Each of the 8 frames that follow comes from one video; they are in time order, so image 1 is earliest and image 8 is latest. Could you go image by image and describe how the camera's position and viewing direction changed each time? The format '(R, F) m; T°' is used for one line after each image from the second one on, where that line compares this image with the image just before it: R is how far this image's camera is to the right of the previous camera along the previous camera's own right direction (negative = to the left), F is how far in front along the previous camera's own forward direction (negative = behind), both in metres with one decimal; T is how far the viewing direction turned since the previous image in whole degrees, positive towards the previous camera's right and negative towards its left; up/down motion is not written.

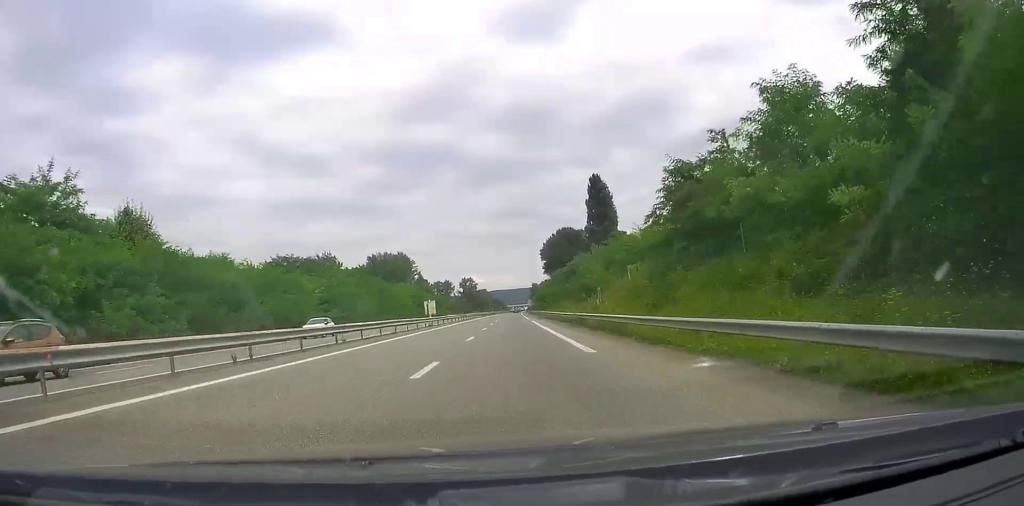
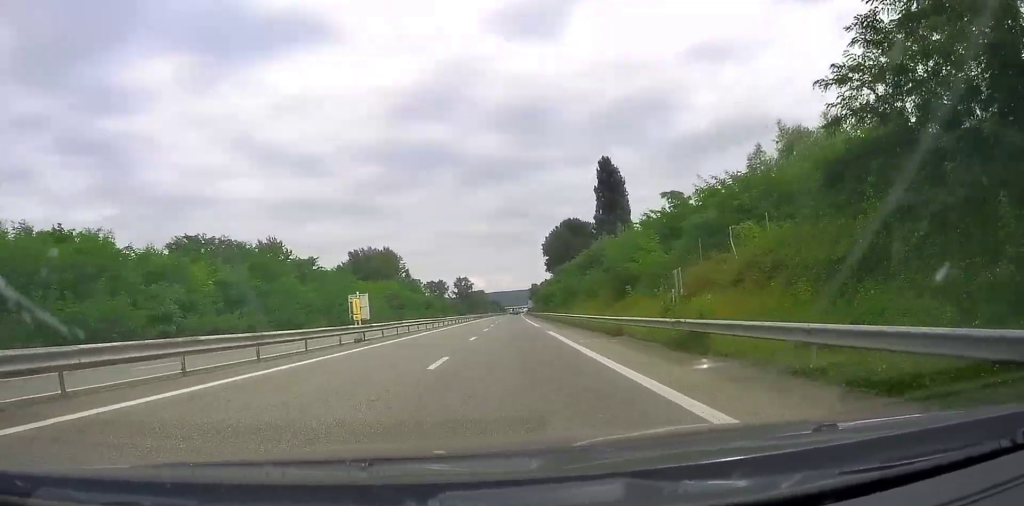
(+0.1, +23.6) m; 0°
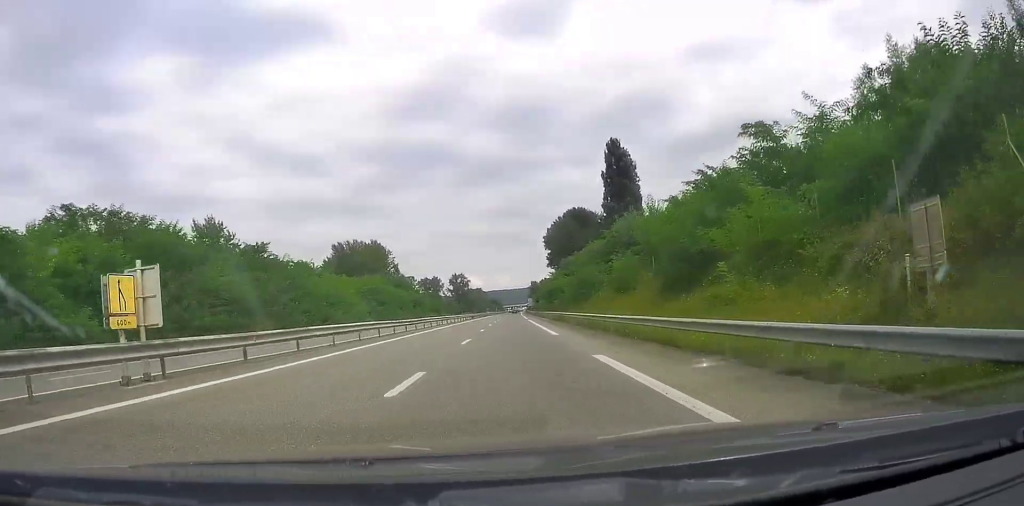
(+0.3, +16.9) m; 0°
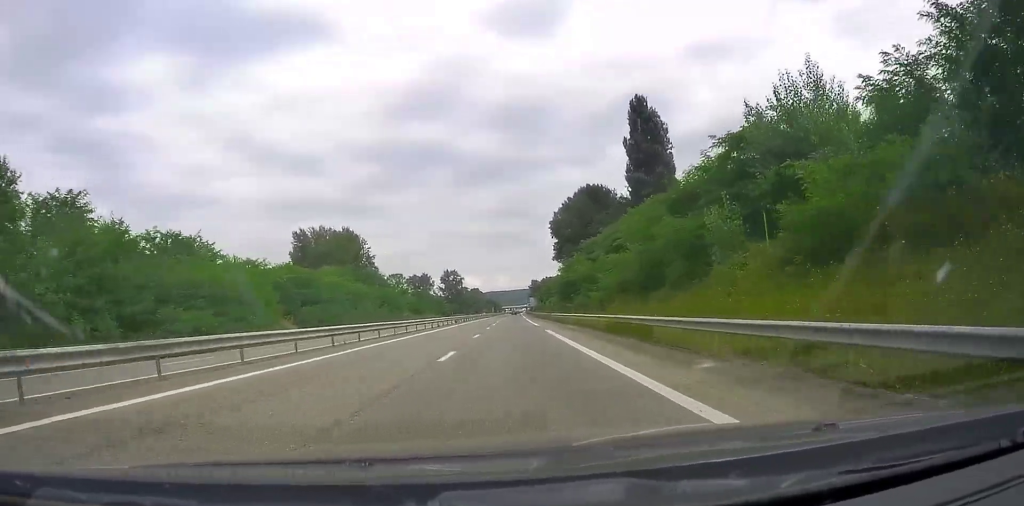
(-0.2, +32.5) m; 0°
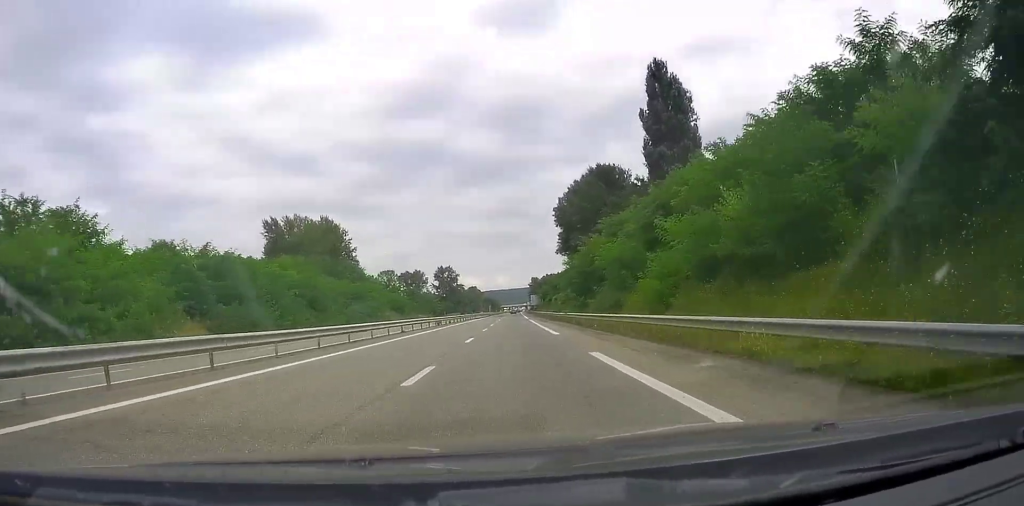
(-0.1, +18.0) m; 0°
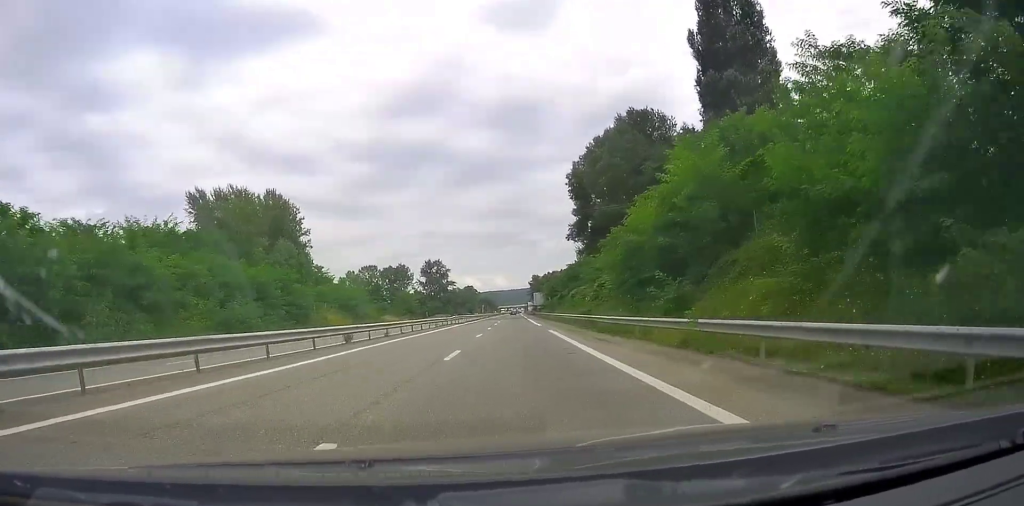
(+0.4, +33.2) m; 0°
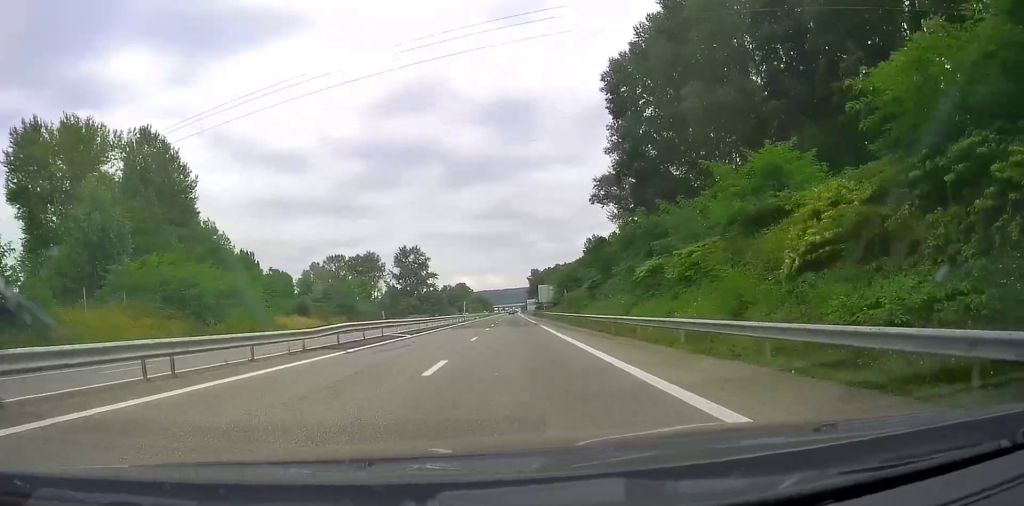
(-0.2, +42.7) m; +1°
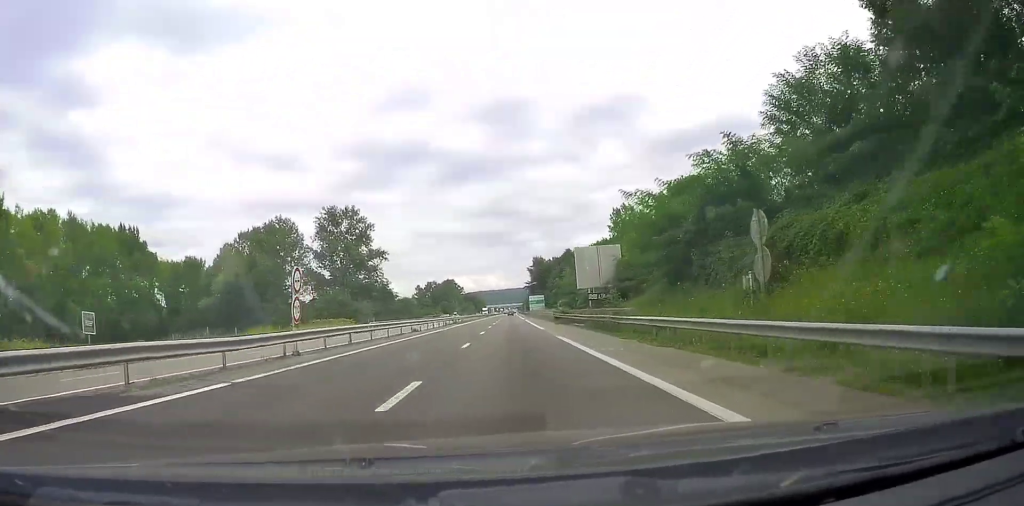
(+0.1, +65.9) m; -1°
